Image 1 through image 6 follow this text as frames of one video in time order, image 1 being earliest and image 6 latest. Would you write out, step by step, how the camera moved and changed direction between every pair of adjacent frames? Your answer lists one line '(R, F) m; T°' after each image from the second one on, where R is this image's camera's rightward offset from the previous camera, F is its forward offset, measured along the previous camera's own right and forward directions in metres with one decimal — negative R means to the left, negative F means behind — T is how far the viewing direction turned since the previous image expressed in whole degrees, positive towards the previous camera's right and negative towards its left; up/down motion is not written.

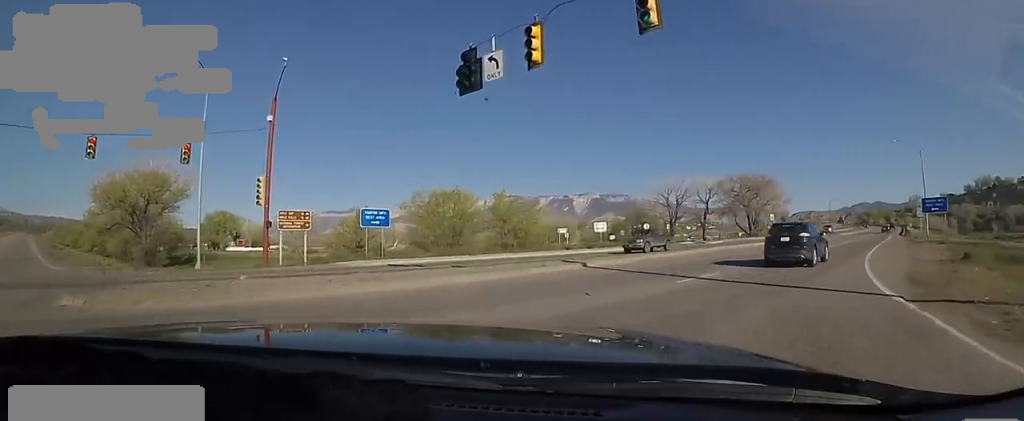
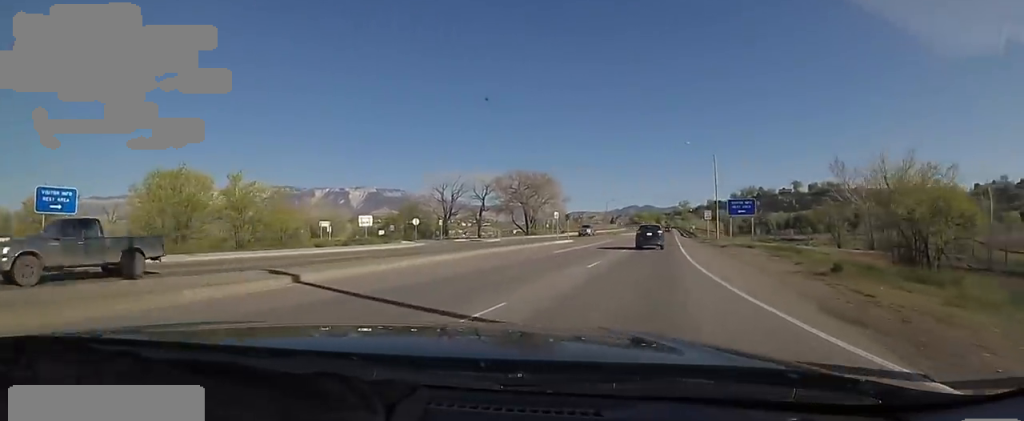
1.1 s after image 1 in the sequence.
(+1.4, +6.8) m; +22°
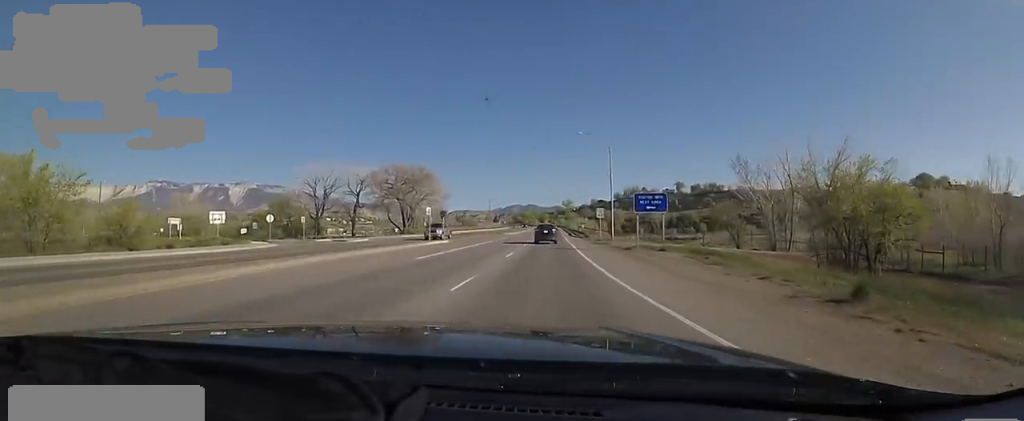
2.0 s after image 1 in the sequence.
(+0.8, +6.7) m; +13°
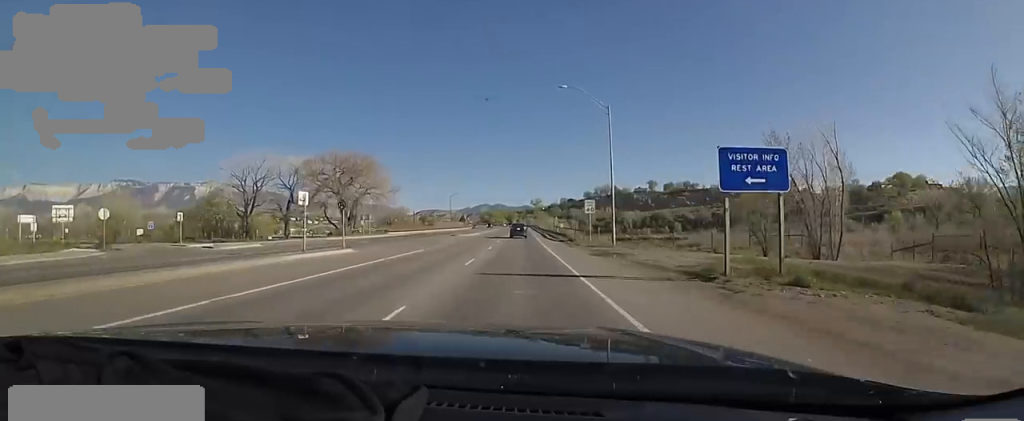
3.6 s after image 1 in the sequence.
(+1.4, +17.7) m; +2°
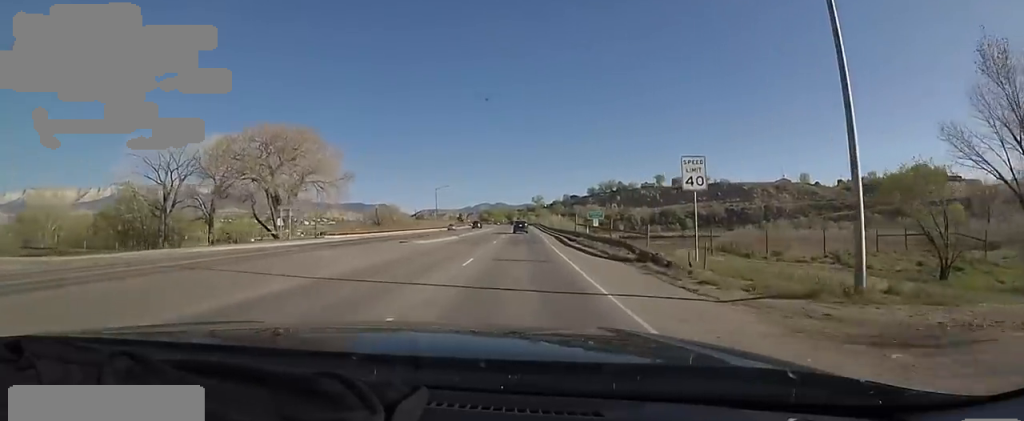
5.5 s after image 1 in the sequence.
(-0.1, +25.4) m; +1°
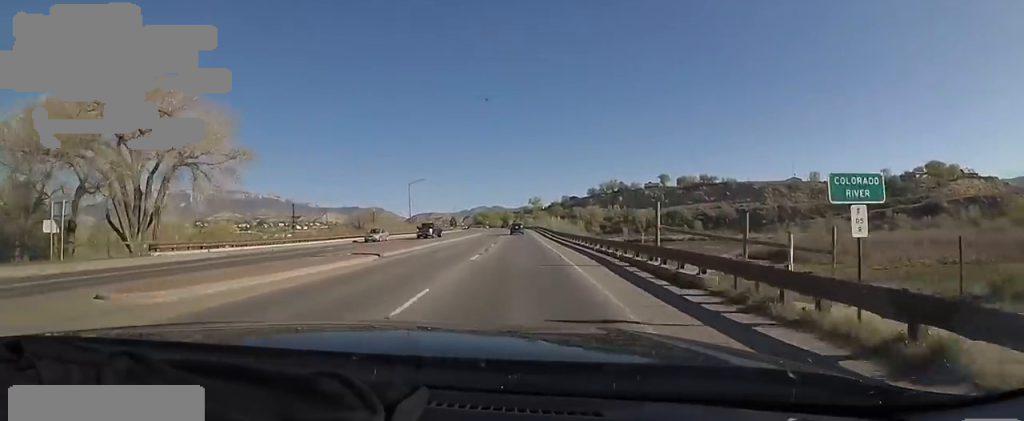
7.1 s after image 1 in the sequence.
(0.0, +25.8) m; -2°
